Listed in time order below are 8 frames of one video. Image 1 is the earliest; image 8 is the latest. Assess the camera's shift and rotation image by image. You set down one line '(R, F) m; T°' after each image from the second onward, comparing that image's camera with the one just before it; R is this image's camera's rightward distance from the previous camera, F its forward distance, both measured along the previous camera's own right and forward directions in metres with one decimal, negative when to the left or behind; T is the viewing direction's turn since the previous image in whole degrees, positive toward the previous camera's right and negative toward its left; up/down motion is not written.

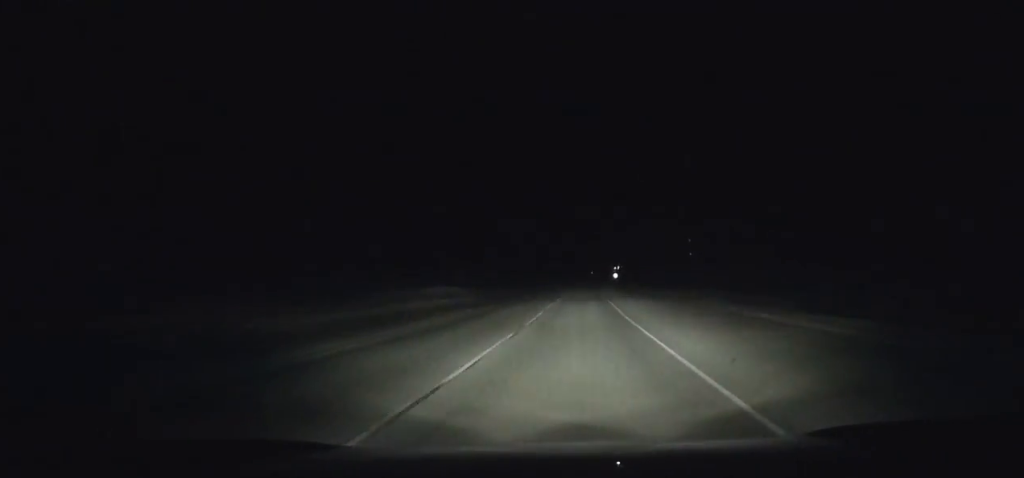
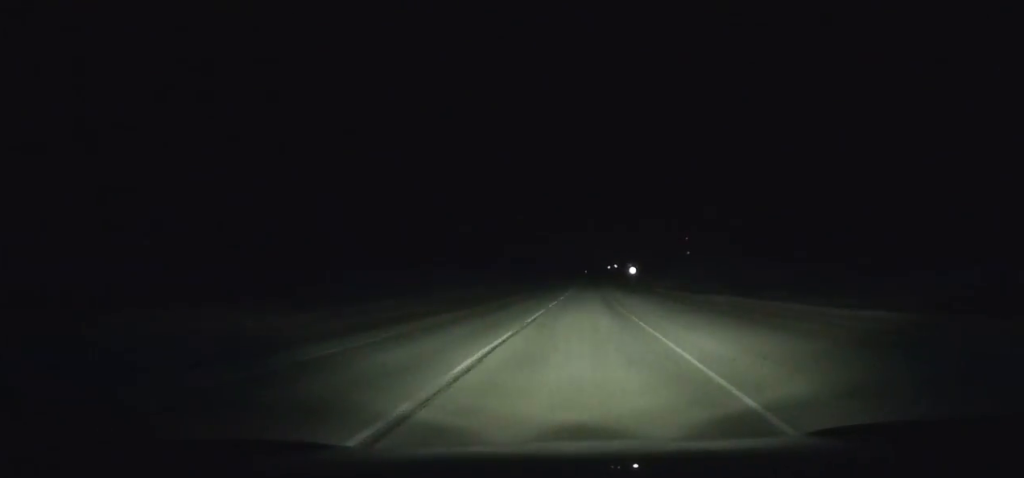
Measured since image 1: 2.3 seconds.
(+0.4, +71.7) m; +1°
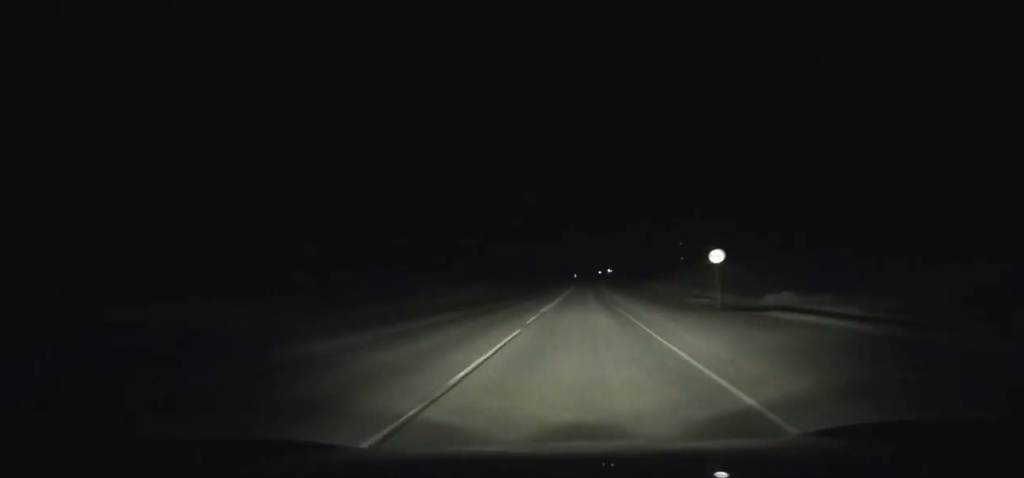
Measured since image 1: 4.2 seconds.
(+0.4, +59.5) m; +1°
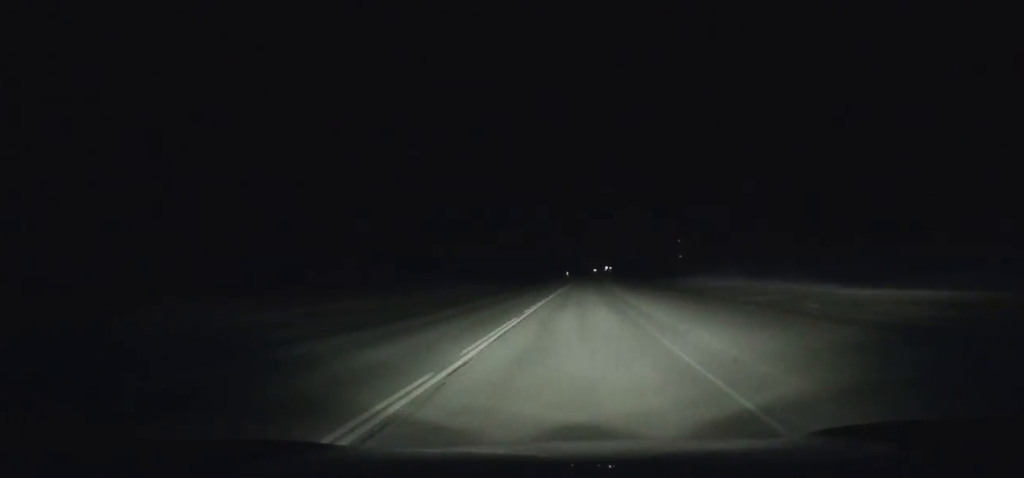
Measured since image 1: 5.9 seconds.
(+0.3, +53.2) m; +1°
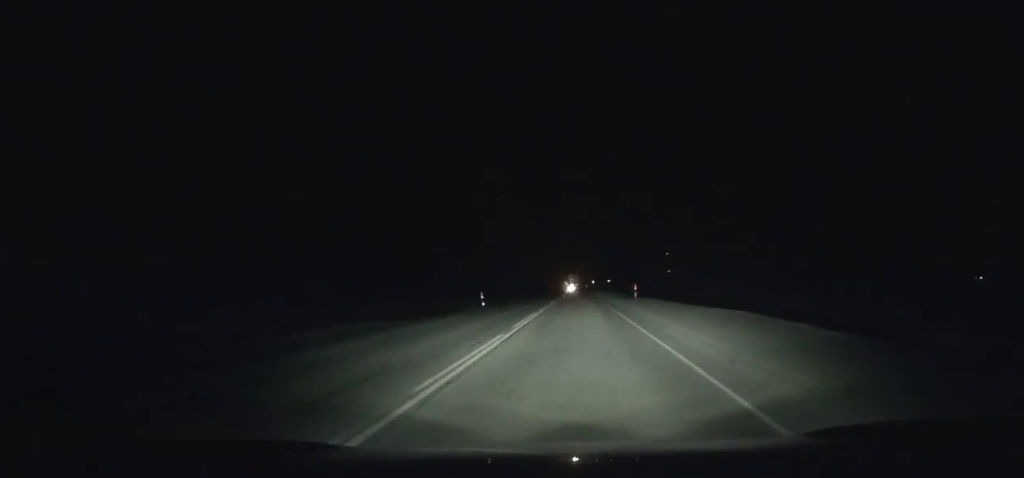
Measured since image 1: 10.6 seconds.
(+1.7, +146.5) m; +1°
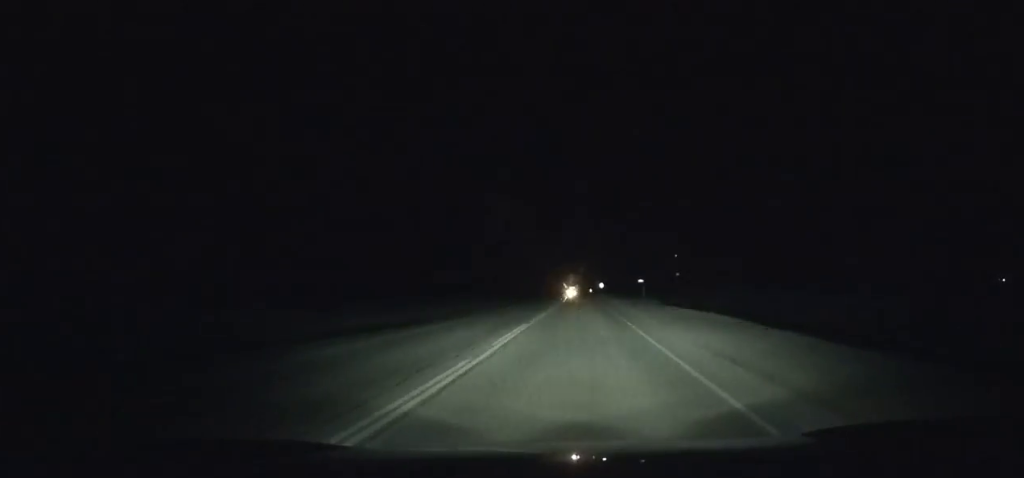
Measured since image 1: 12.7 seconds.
(+0.4, +64.6) m; 0°
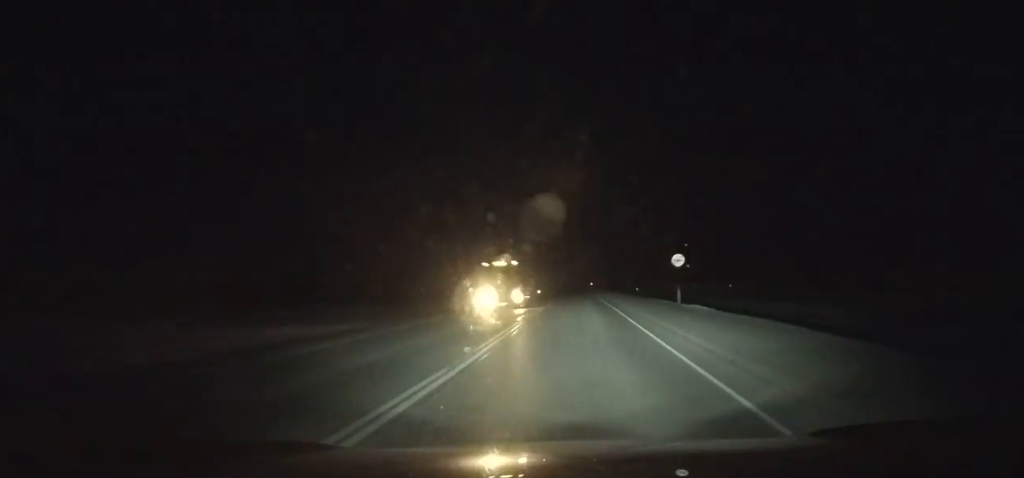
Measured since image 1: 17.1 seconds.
(-0.4, +134.7) m; 0°
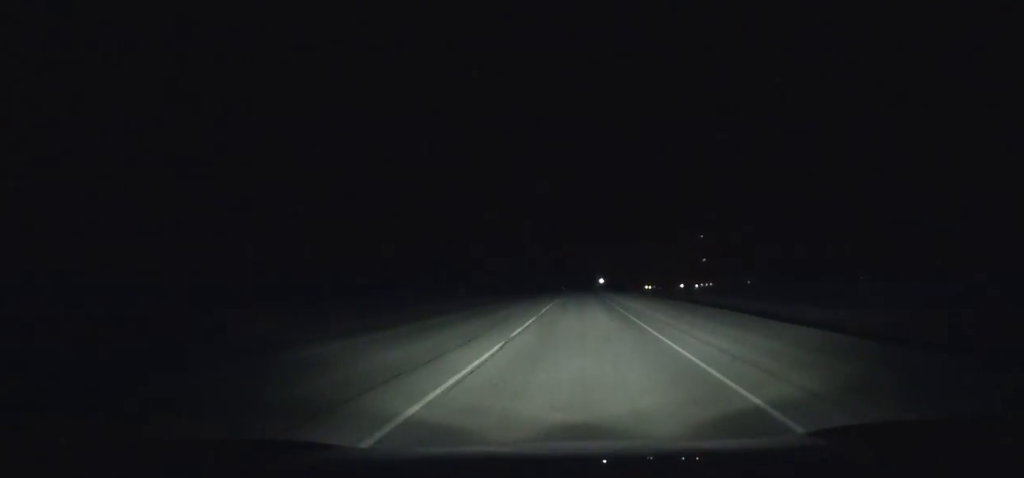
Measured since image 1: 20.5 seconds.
(+0.3, +103.8) m; +1°
